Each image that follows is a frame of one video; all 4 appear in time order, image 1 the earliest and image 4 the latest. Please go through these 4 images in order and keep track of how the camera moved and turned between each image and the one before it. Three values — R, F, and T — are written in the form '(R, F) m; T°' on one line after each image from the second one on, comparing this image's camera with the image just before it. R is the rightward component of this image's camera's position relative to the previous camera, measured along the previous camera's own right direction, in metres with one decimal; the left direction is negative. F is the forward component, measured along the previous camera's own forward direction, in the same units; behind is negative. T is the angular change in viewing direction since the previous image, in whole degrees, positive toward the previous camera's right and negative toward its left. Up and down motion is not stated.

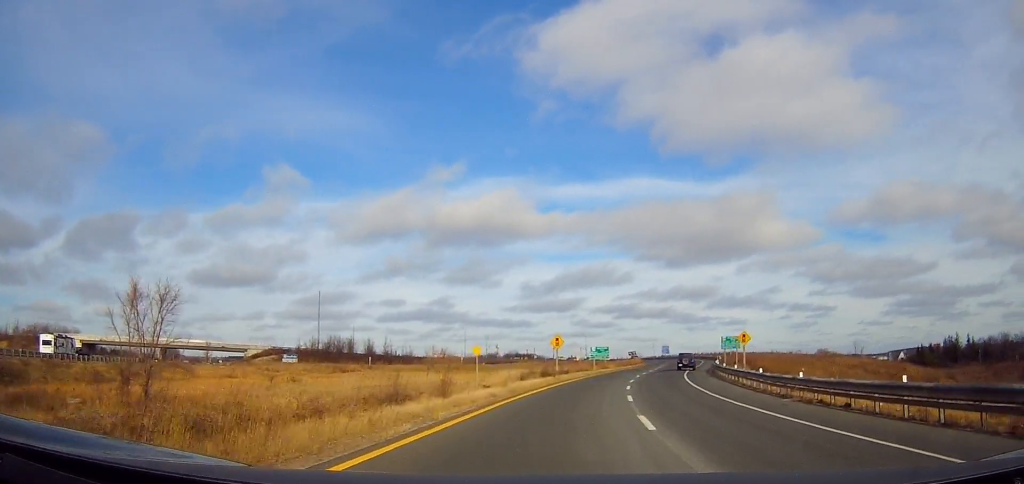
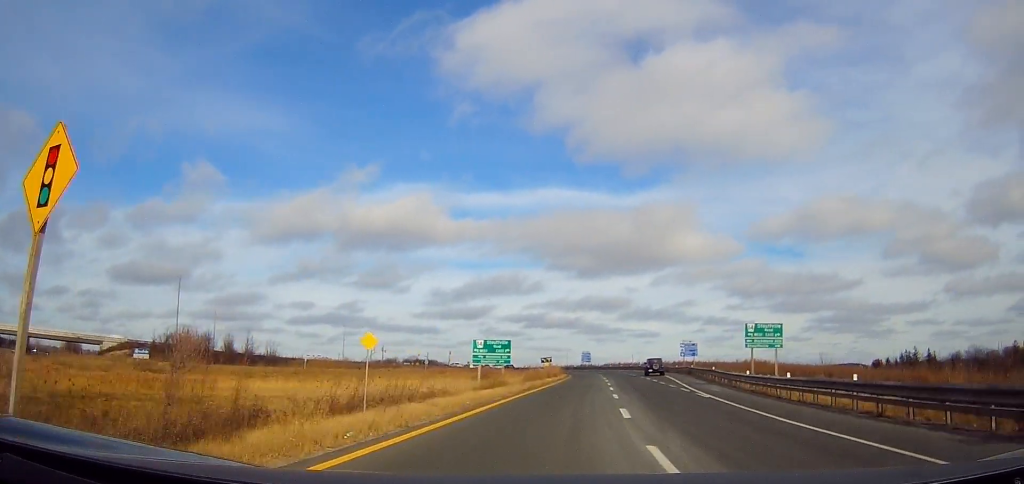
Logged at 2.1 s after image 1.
(+3.4, +41.3) m; +7°
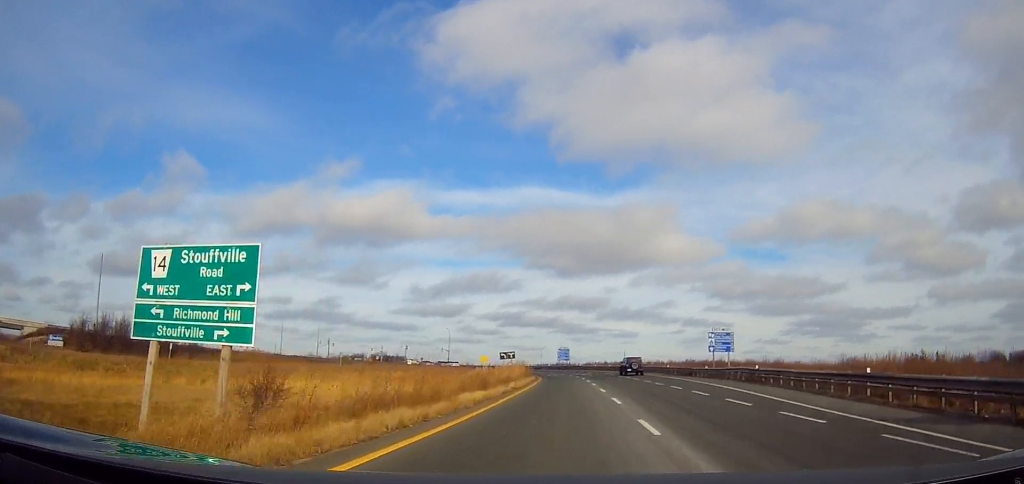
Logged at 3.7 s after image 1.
(+0.6, +31.4) m; +2°
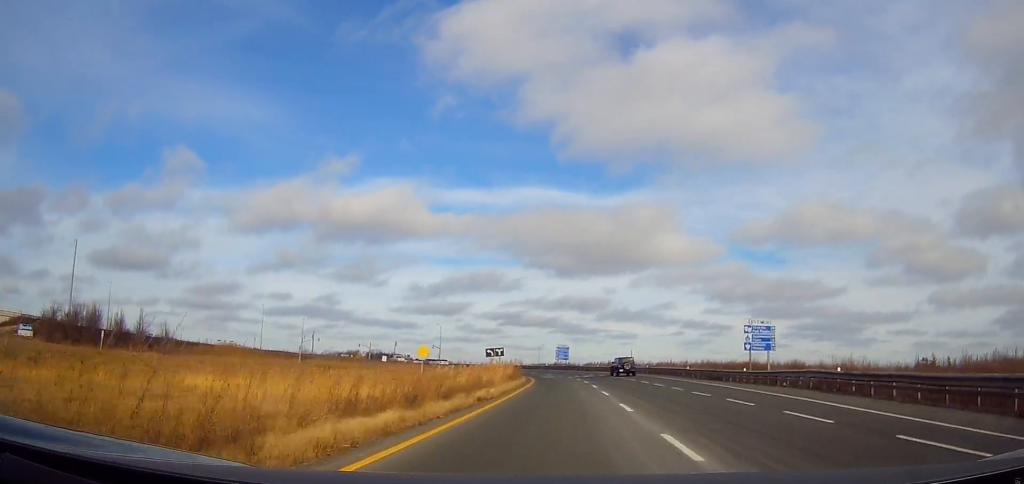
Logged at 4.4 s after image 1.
(+0.6, +12.4) m; 0°
